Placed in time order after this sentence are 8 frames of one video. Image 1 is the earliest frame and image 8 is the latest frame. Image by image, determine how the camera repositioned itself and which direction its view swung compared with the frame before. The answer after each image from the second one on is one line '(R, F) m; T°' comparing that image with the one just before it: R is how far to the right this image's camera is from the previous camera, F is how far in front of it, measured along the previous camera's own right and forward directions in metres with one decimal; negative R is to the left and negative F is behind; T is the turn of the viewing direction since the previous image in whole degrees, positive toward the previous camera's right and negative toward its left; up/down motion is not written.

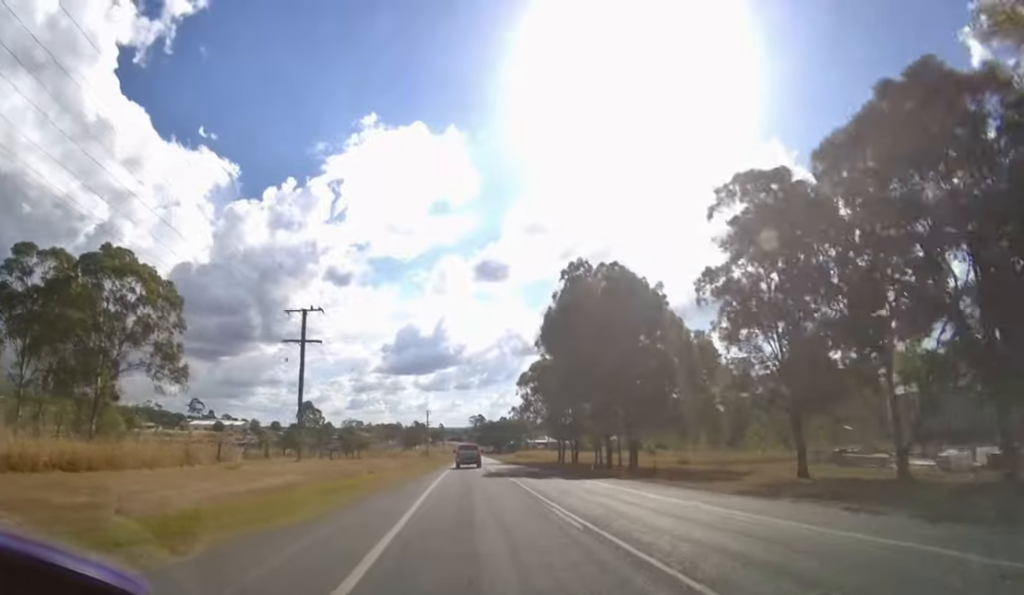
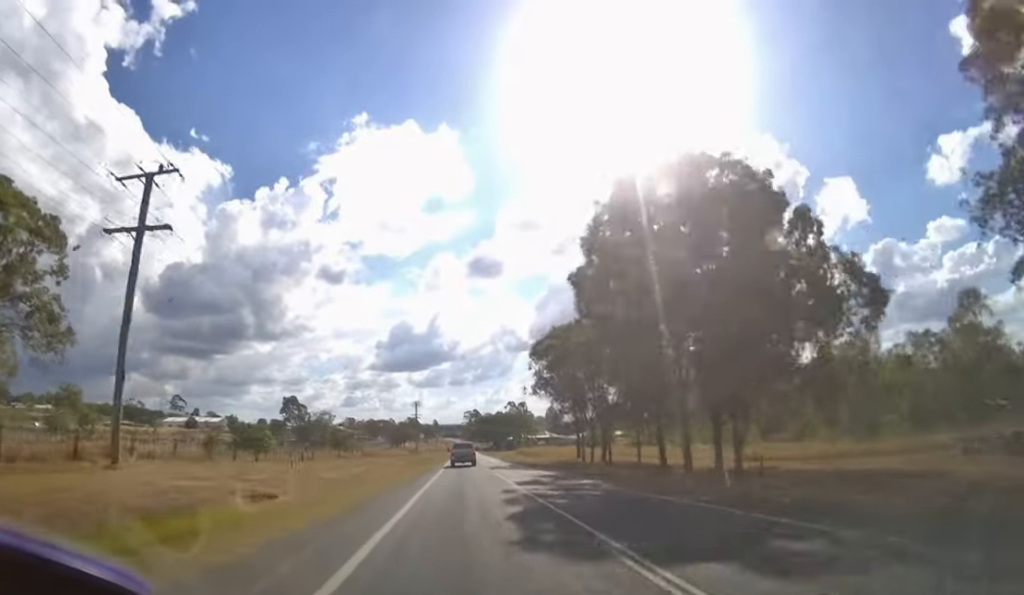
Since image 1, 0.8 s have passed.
(+0.1, +18.1) m; 0°
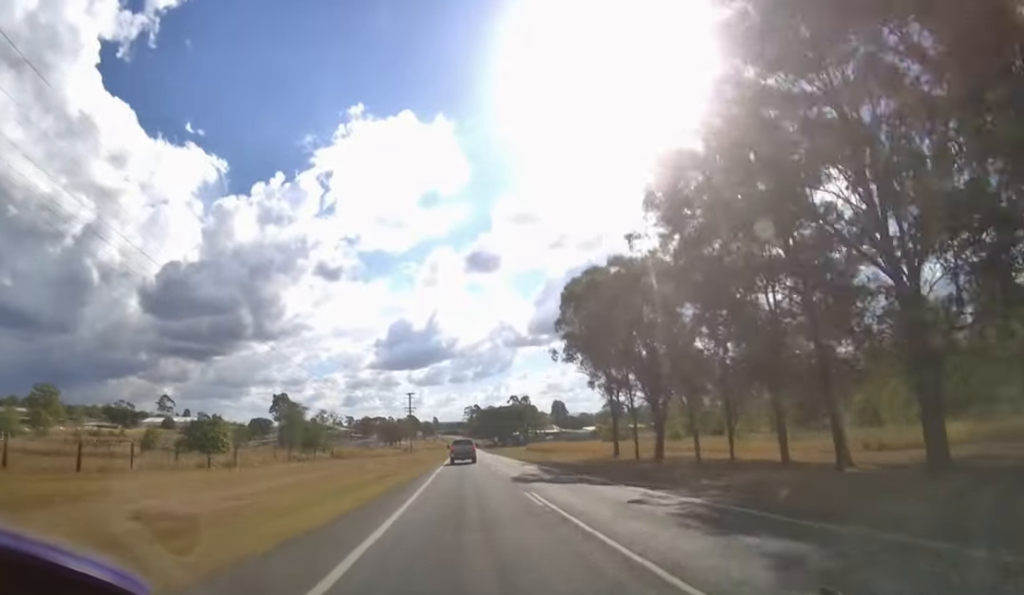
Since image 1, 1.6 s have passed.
(0.0, +16.6) m; 0°
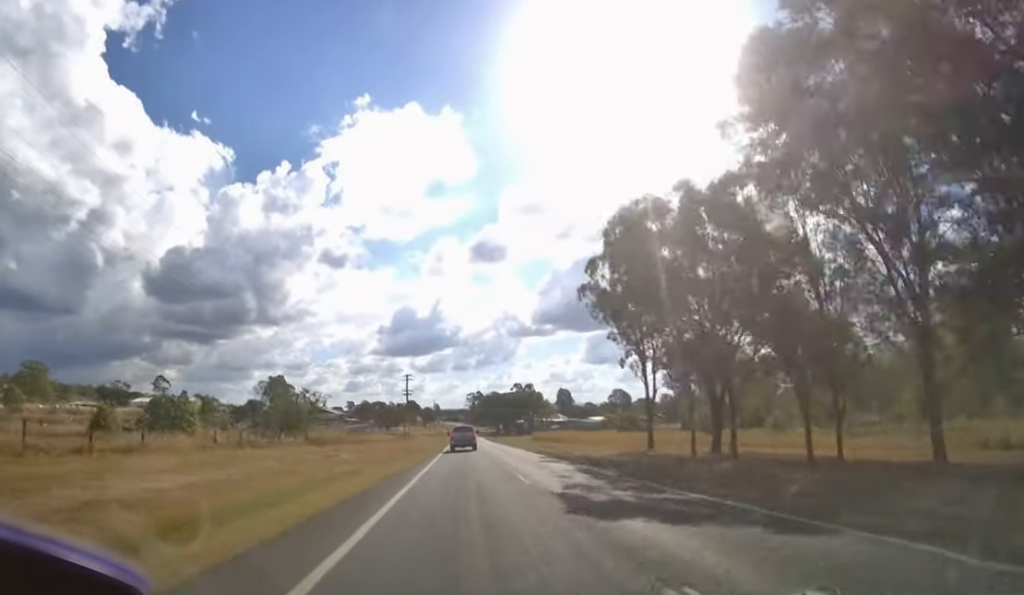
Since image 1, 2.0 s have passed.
(0.0, +9.2) m; 0°
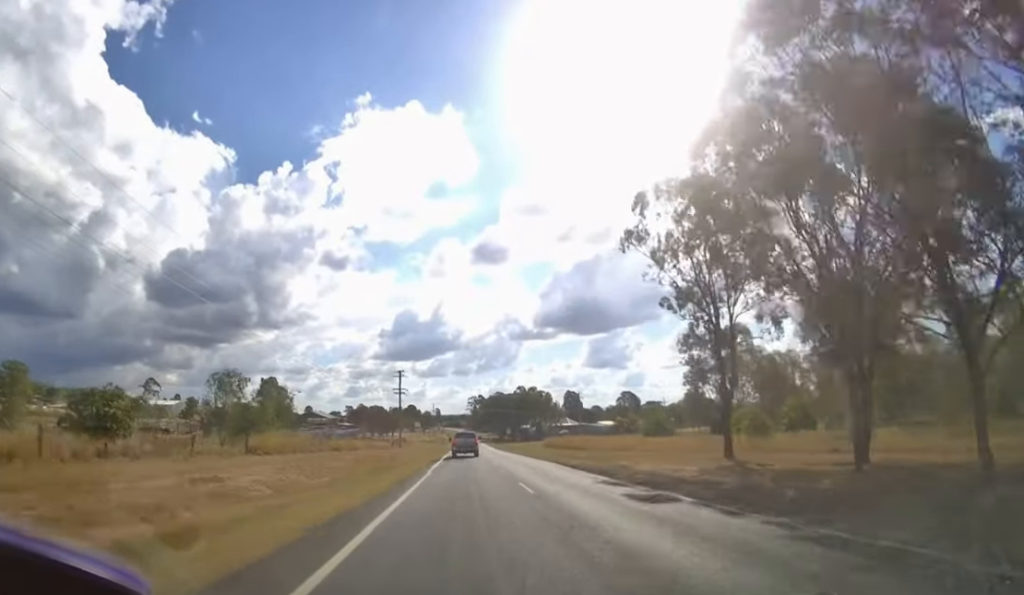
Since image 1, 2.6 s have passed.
(0.0, +11.6) m; 0°
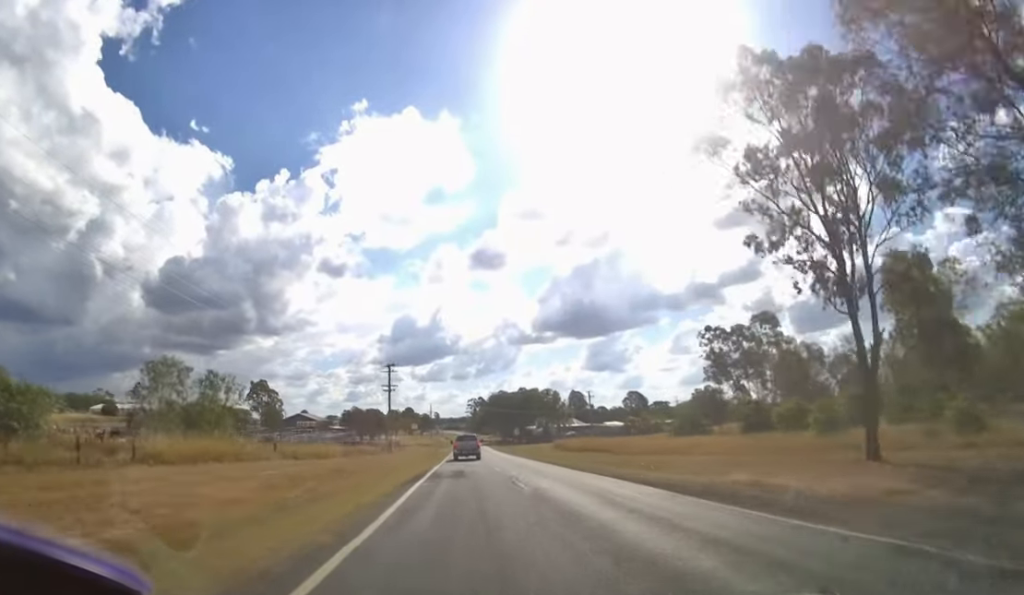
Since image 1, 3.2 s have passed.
(0.0, +10.5) m; 0°
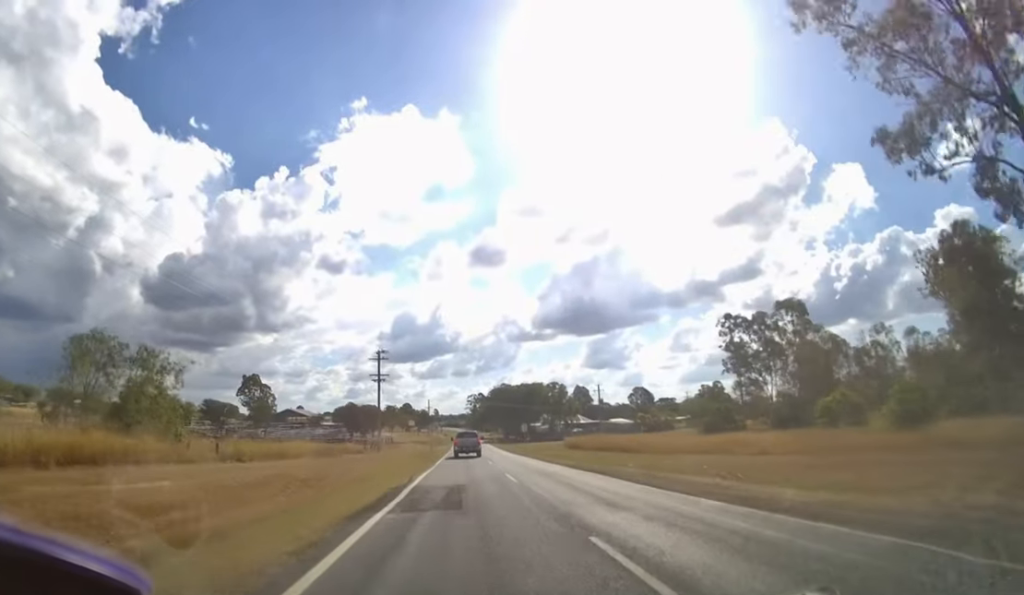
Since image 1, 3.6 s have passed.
(0.0, +7.4) m; 0°
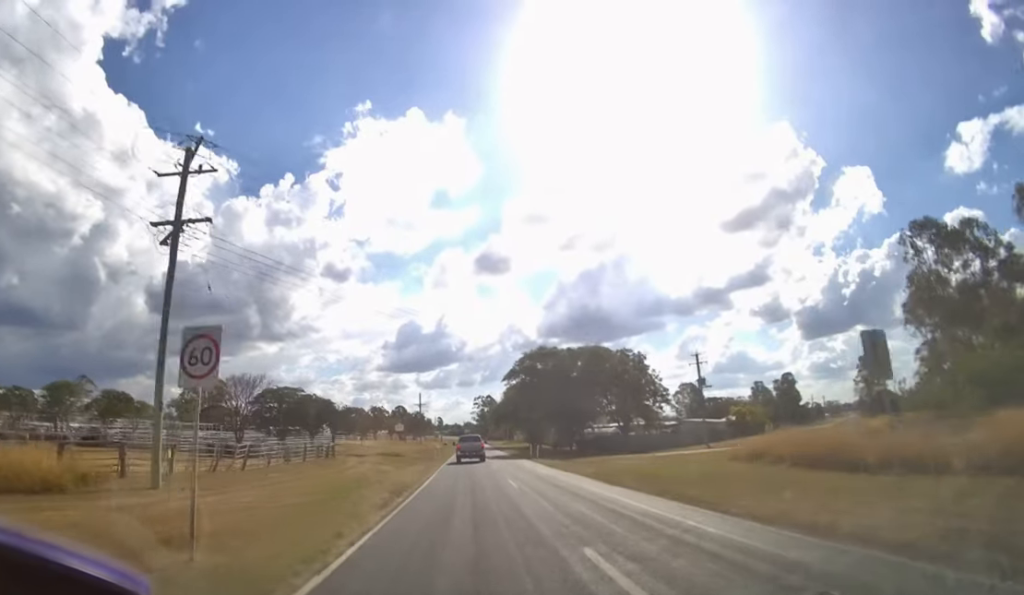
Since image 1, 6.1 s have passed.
(-0.1, +43.2) m; 0°
